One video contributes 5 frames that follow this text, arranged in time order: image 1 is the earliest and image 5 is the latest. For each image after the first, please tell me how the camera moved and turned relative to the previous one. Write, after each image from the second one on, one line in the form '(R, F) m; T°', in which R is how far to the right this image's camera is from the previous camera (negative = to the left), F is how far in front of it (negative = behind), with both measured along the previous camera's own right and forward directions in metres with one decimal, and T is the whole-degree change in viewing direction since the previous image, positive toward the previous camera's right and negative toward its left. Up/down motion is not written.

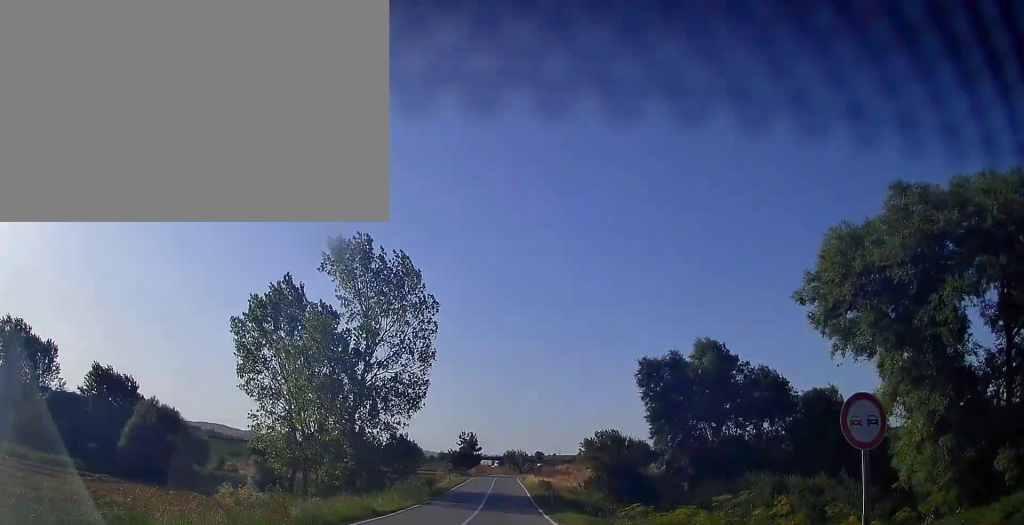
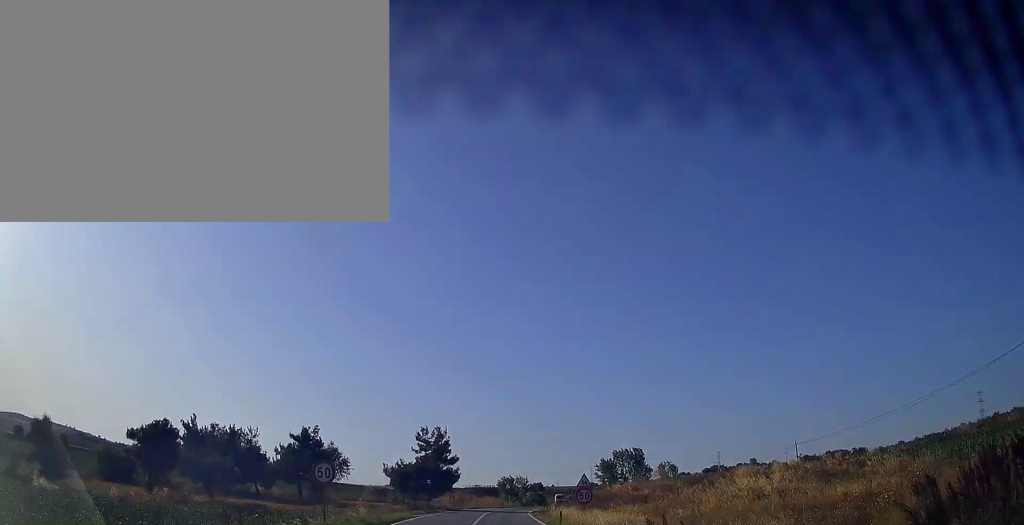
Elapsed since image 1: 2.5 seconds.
(+0.2, +50.4) m; 0°
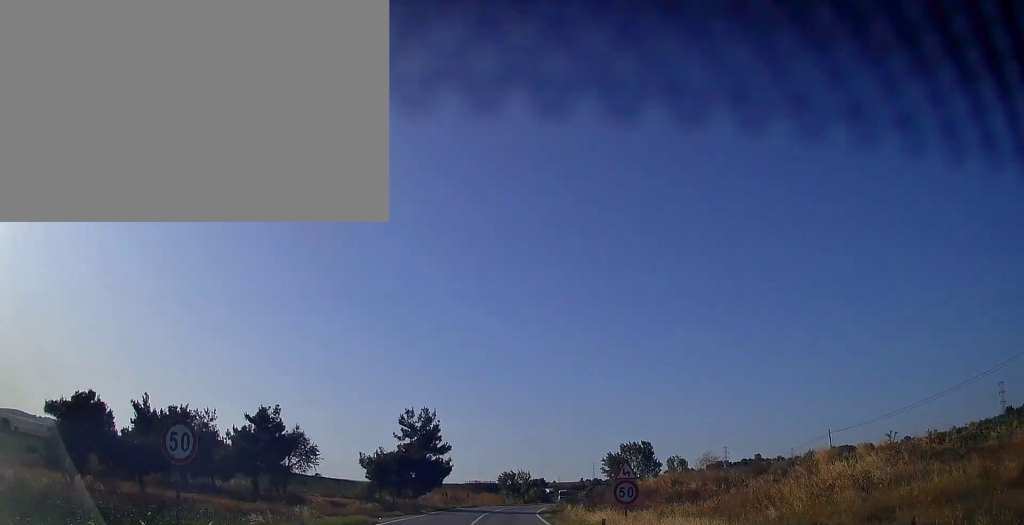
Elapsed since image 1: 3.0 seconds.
(0.0, +10.7) m; 0°
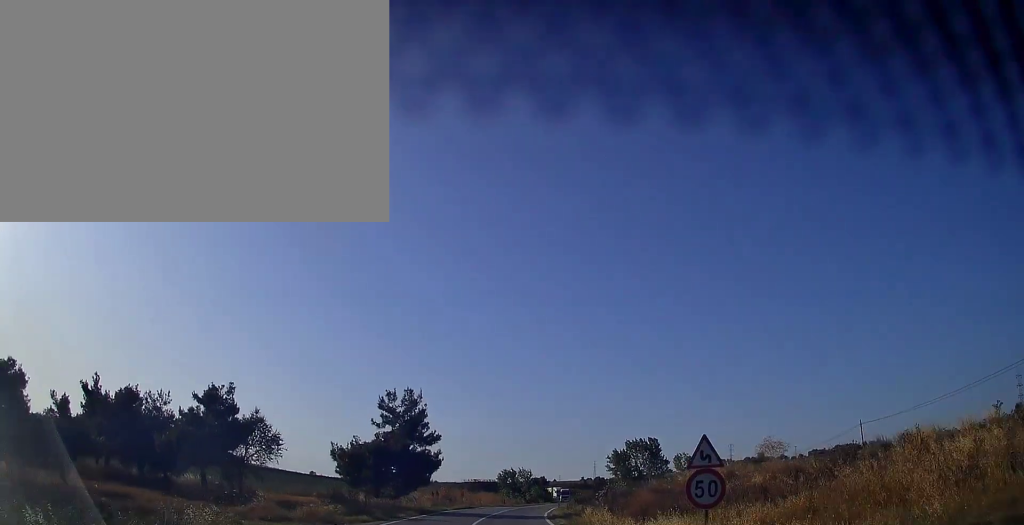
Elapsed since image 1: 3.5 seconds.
(0.0, +8.6) m; 0°
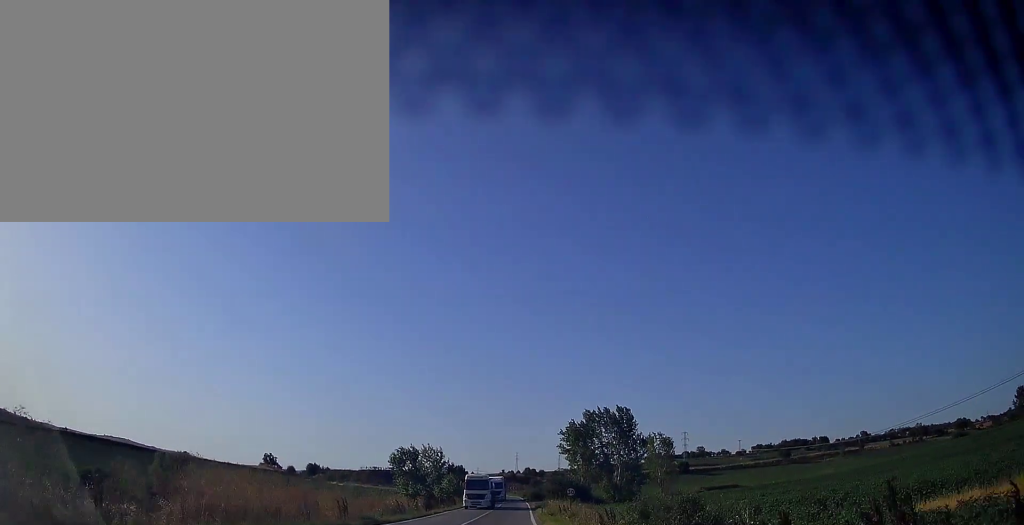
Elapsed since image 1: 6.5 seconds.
(+2.7, +58.2) m; +6°
